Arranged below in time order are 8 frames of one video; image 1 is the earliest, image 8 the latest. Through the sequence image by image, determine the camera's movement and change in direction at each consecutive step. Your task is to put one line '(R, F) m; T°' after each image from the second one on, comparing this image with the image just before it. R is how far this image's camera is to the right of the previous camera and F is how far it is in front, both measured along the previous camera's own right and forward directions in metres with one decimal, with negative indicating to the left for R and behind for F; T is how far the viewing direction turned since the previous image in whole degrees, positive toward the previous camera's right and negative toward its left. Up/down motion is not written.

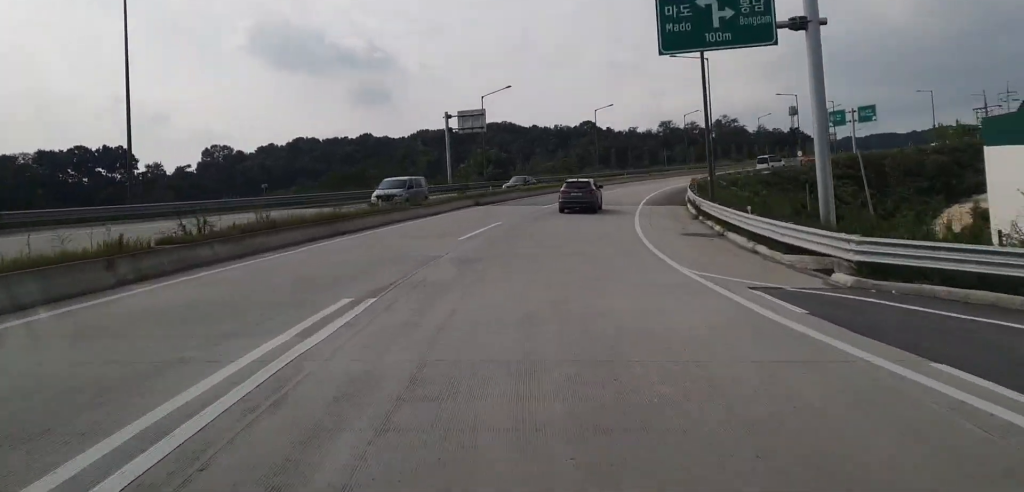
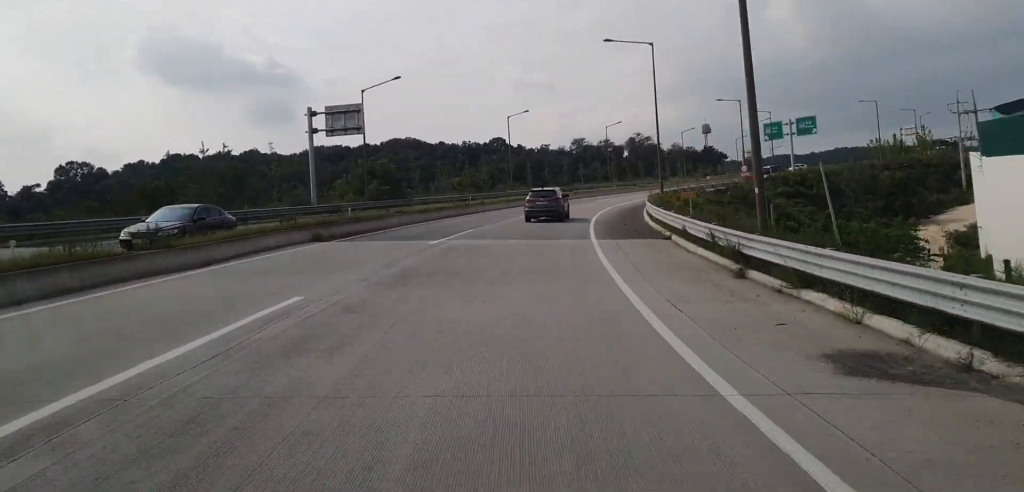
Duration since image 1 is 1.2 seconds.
(+0.5, +18.2) m; +6°
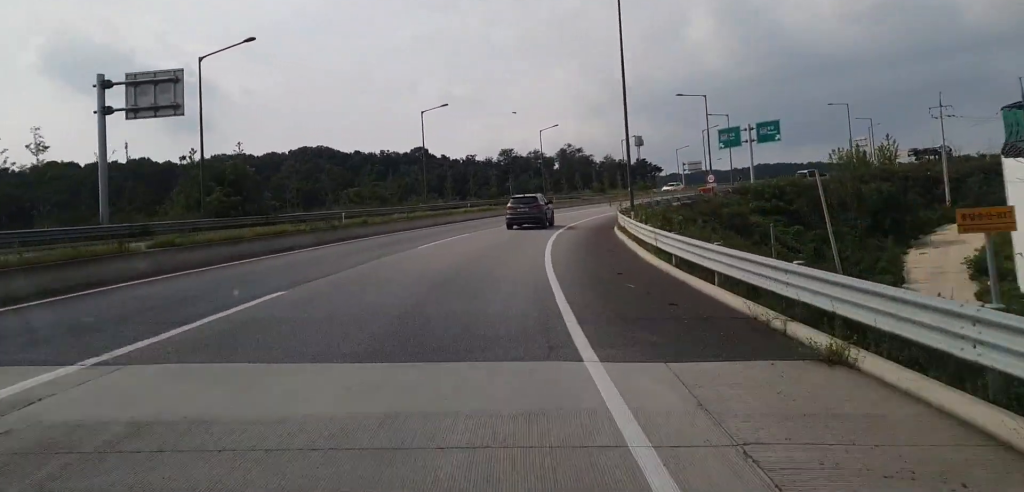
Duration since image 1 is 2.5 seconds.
(+1.6, +18.4) m; +8°
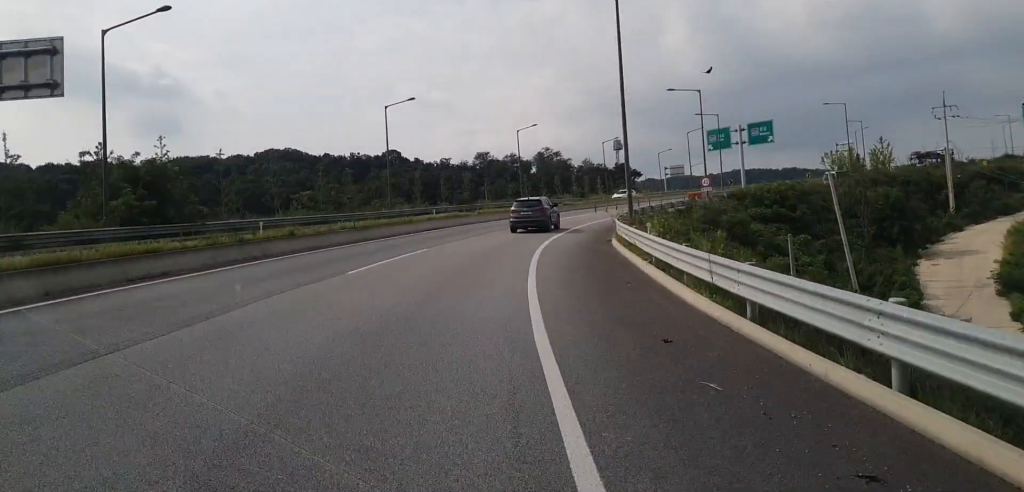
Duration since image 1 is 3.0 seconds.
(+0.4, +7.5) m; +1°
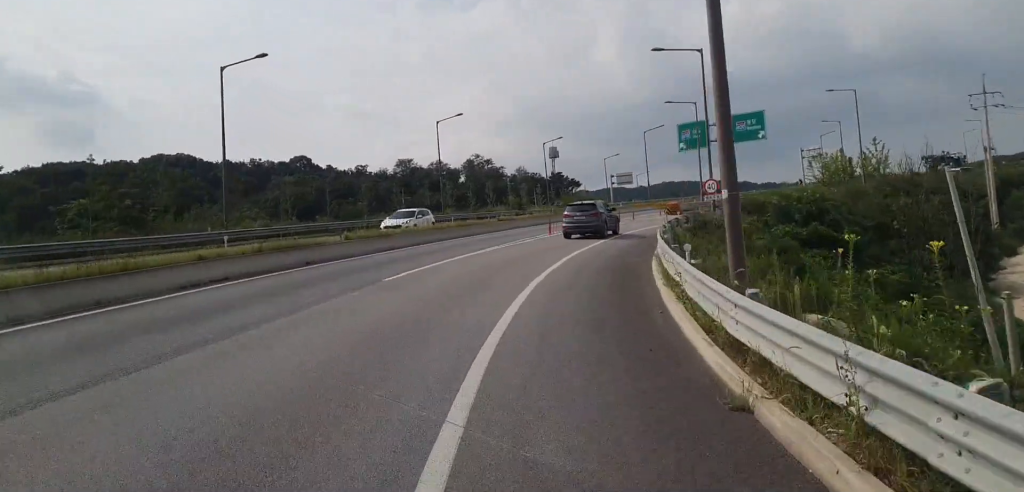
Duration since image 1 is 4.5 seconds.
(+0.6, +23.2) m; +5°
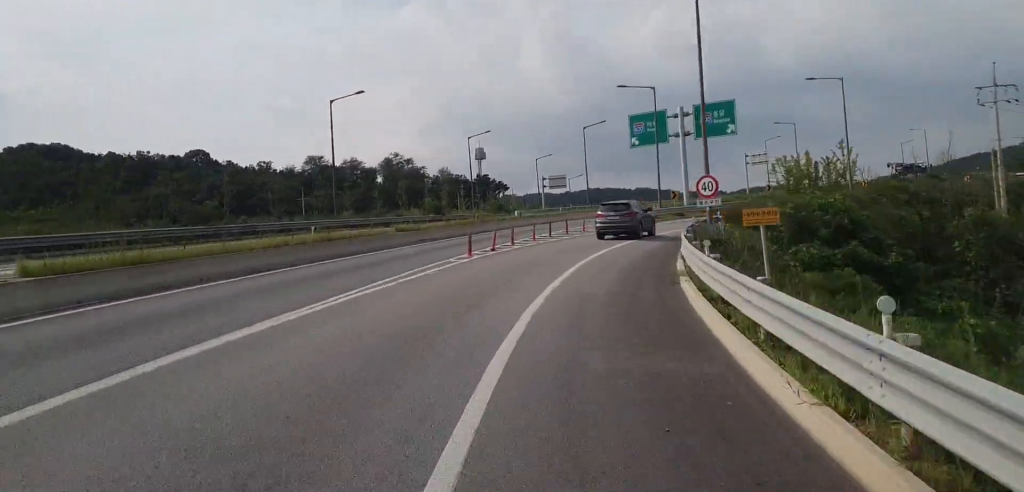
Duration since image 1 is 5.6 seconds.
(+0.7, +15.0) m; +5°
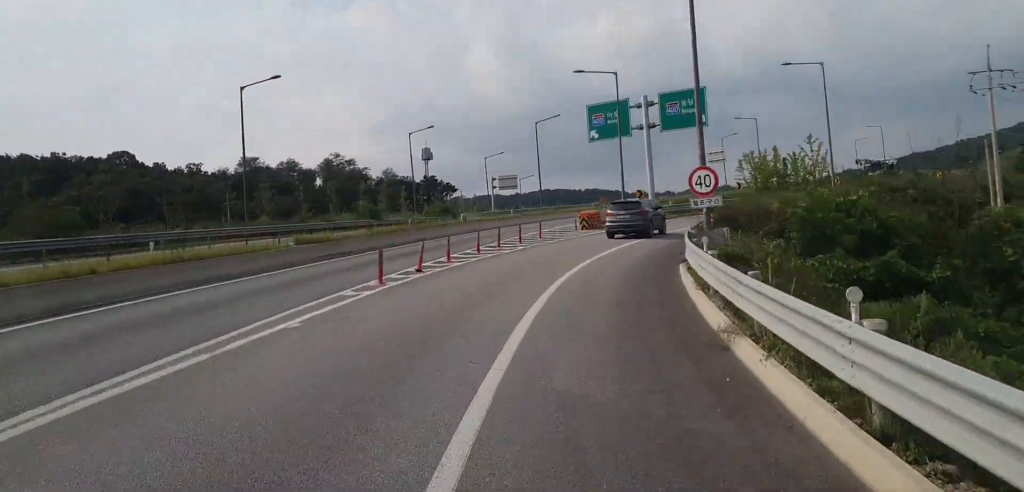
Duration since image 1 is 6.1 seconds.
(-0.2, +7.6) m; +3°
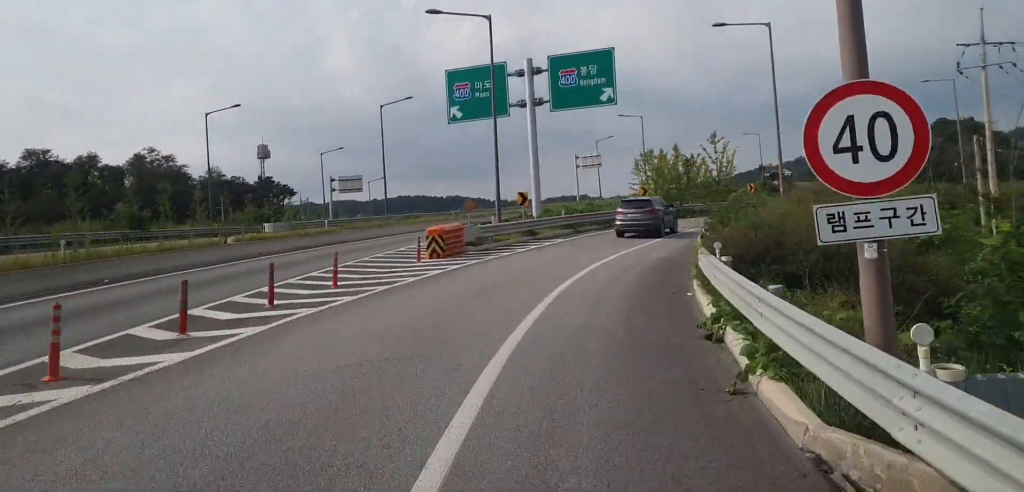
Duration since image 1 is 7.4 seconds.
(+1.9, +17.6) m; +12°
